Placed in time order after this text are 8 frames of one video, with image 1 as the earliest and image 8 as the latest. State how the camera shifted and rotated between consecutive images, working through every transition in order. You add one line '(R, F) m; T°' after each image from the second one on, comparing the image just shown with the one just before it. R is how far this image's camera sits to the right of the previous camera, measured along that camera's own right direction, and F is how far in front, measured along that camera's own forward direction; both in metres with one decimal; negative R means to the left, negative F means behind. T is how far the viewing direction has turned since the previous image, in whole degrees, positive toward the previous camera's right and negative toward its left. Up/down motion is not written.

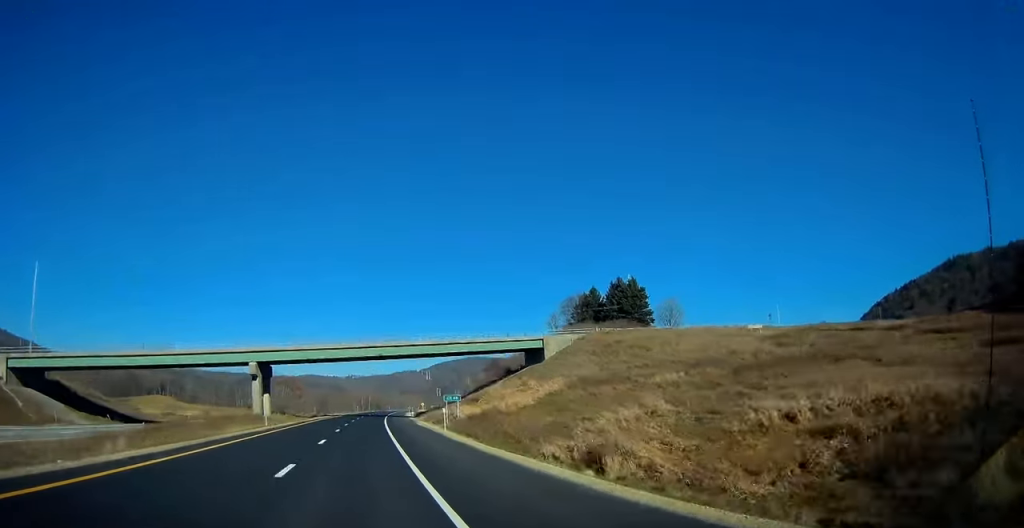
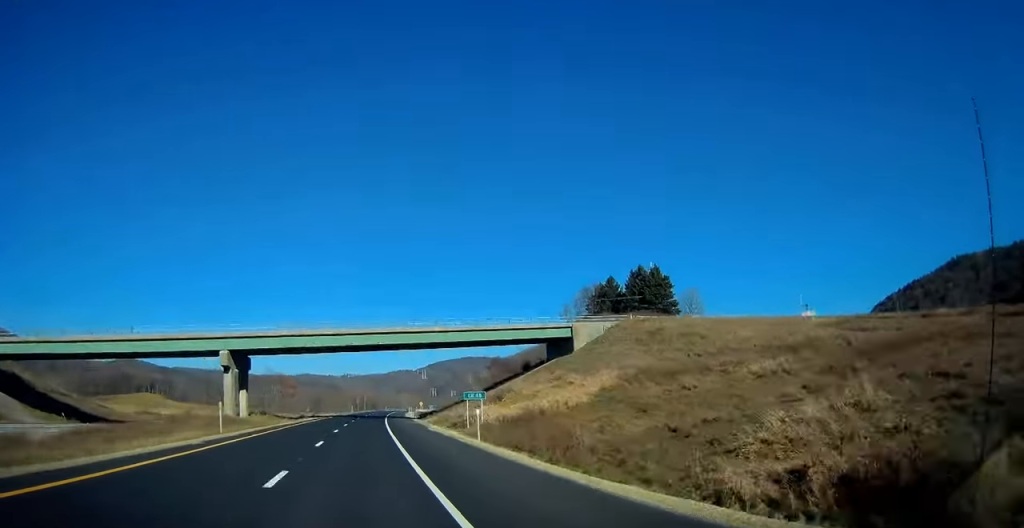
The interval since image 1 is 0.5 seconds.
(-0.1, +14.2) m; 0°
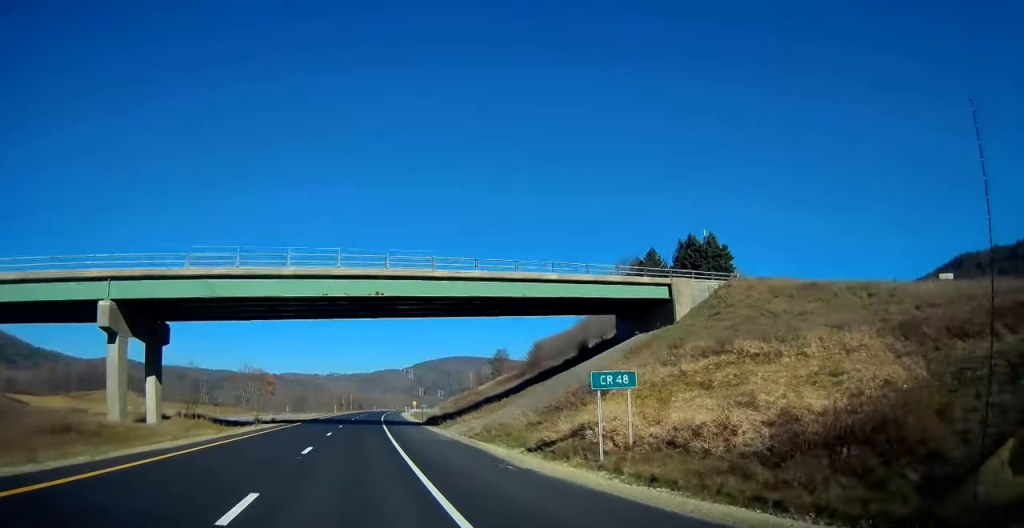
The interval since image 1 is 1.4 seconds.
(+0.3, +28.4) m; +2°
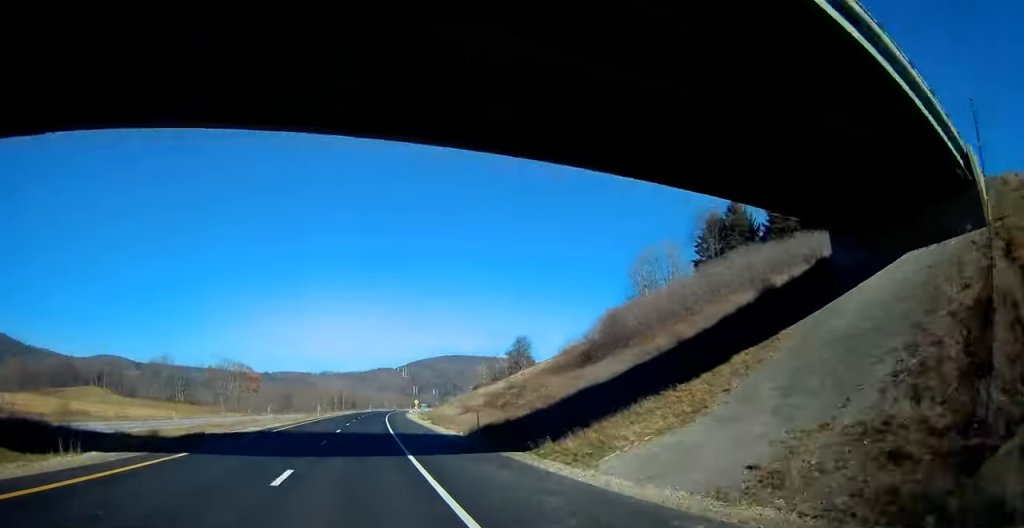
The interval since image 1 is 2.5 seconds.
(+0.7, +32.4) m; +1°
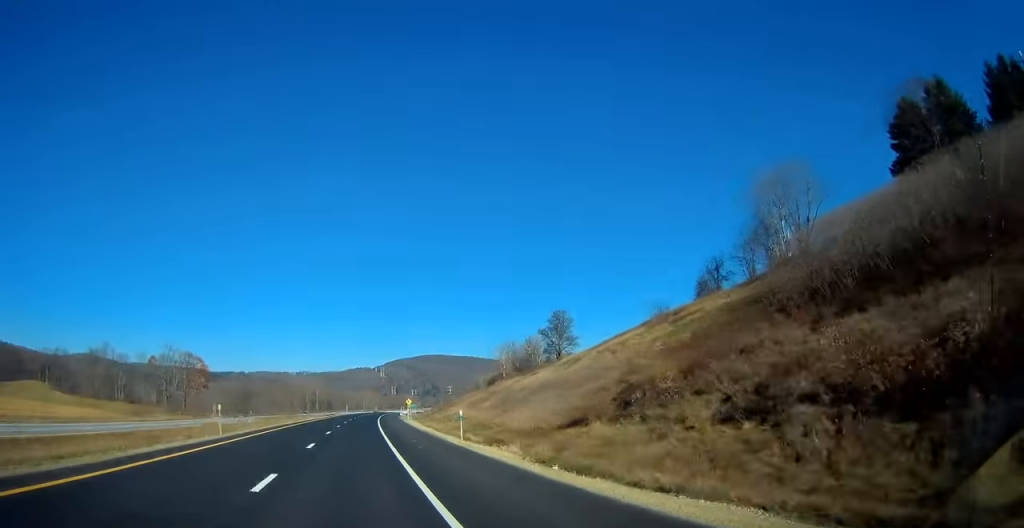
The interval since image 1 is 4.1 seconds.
(+0.1, +49.7) m; +1°
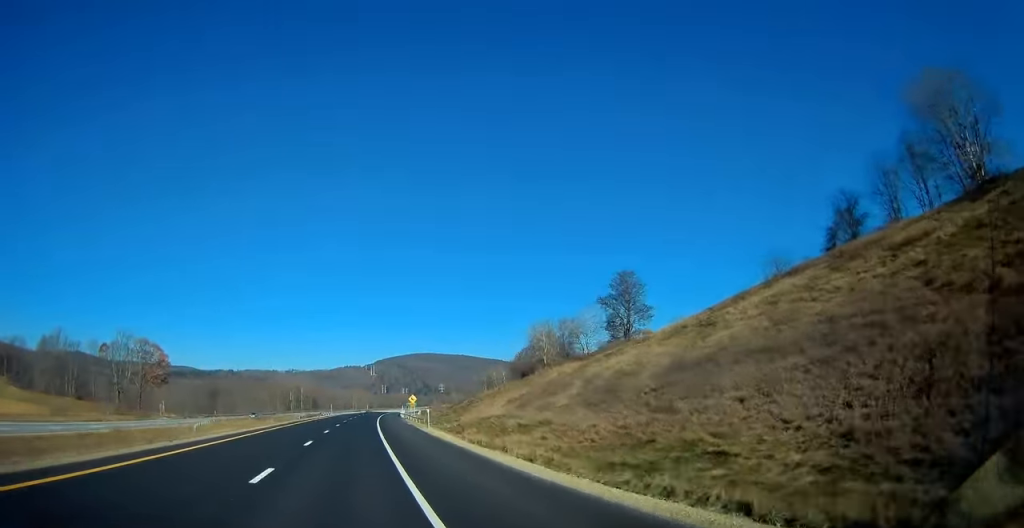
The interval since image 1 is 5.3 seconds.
(+0.5, +35.5) m; +2°
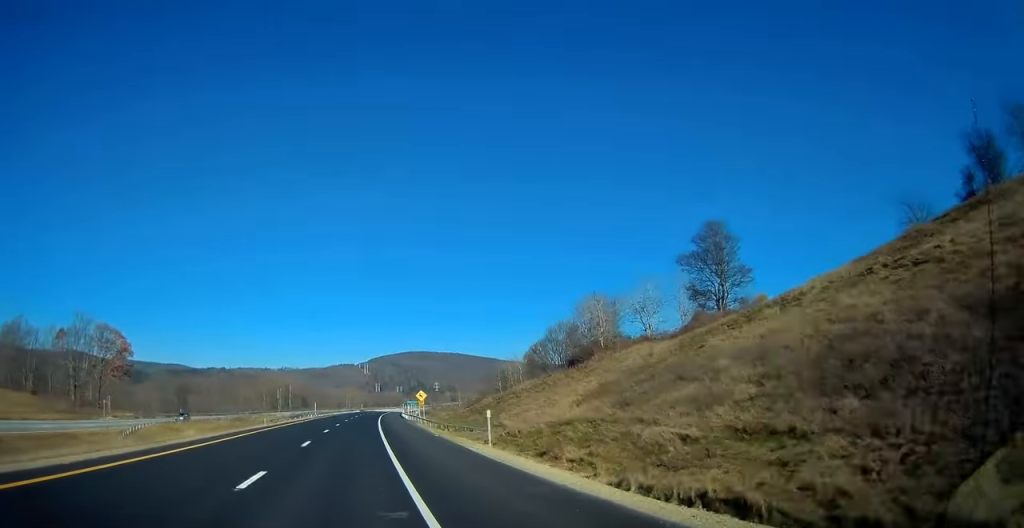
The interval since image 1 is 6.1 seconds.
(+0.3, +25.5) m; +1°
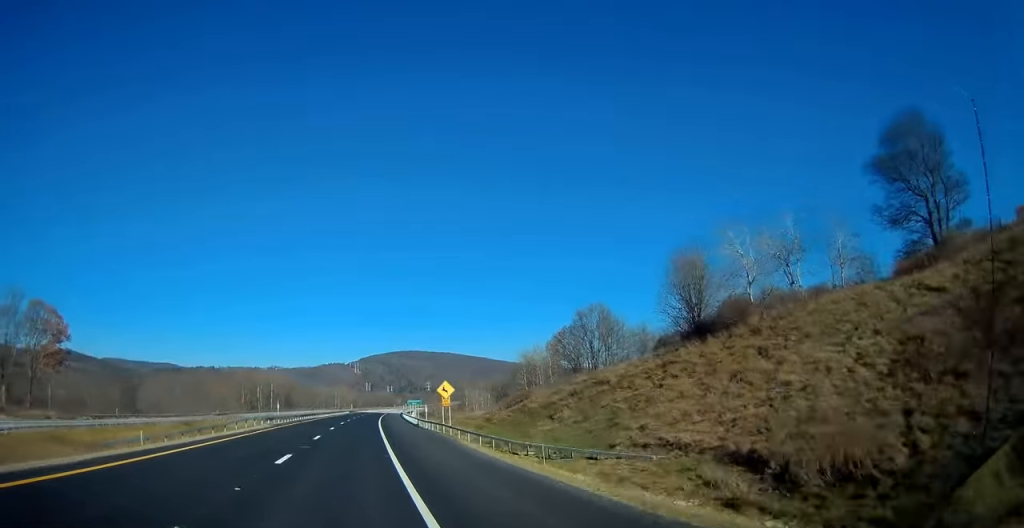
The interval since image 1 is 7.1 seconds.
(+0.1, +31.7) m; +1°
